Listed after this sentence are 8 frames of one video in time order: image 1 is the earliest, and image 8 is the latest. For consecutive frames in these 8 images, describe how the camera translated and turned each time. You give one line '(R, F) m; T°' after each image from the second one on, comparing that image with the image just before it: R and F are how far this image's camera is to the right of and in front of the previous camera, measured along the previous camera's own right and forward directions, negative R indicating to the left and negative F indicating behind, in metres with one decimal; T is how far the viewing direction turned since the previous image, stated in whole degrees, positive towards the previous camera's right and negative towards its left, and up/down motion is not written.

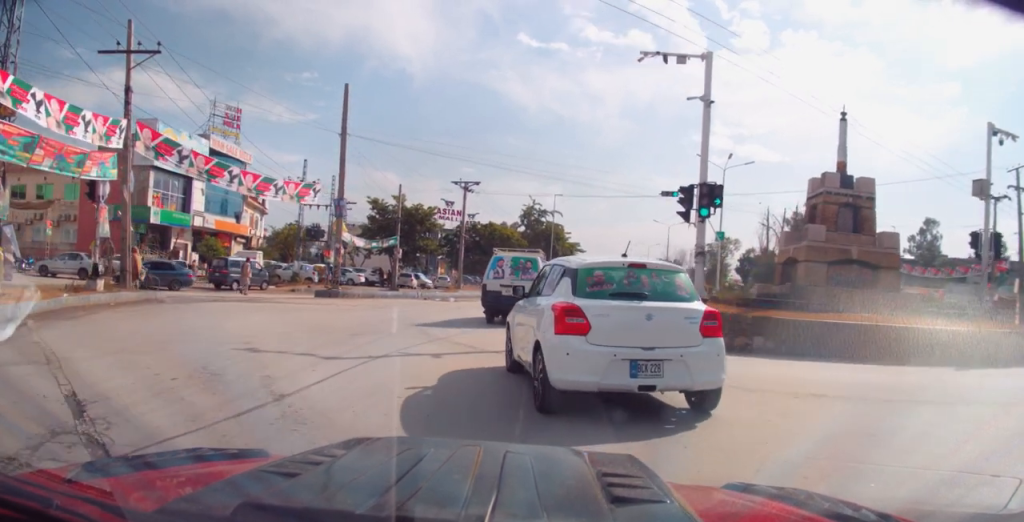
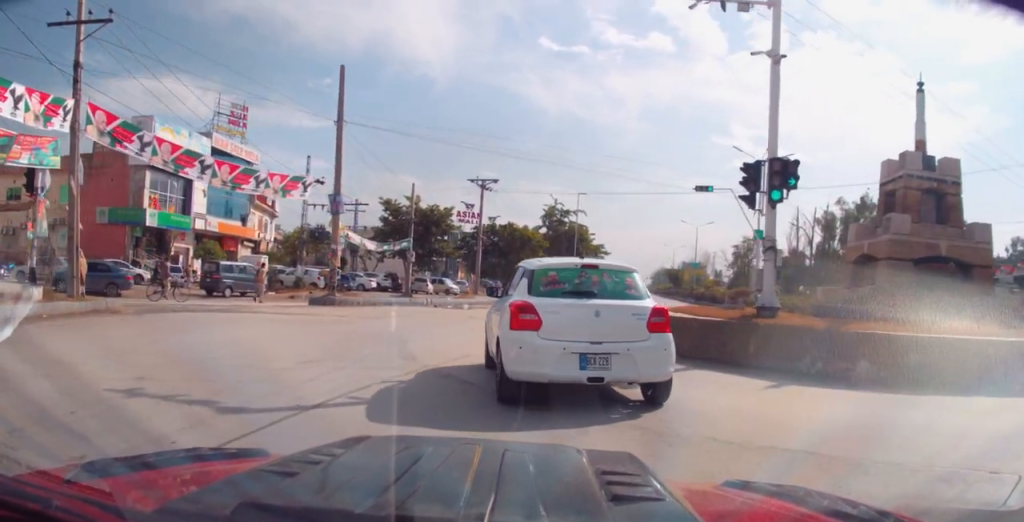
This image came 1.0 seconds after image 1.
(-0.1, +3.8) m; -2°
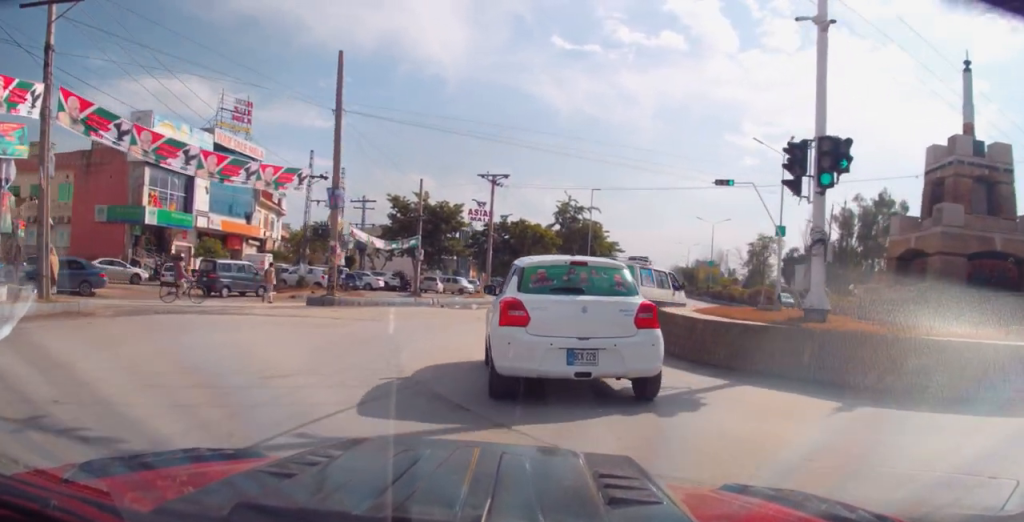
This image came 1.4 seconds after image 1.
(0.0, +1.7) m; -2°
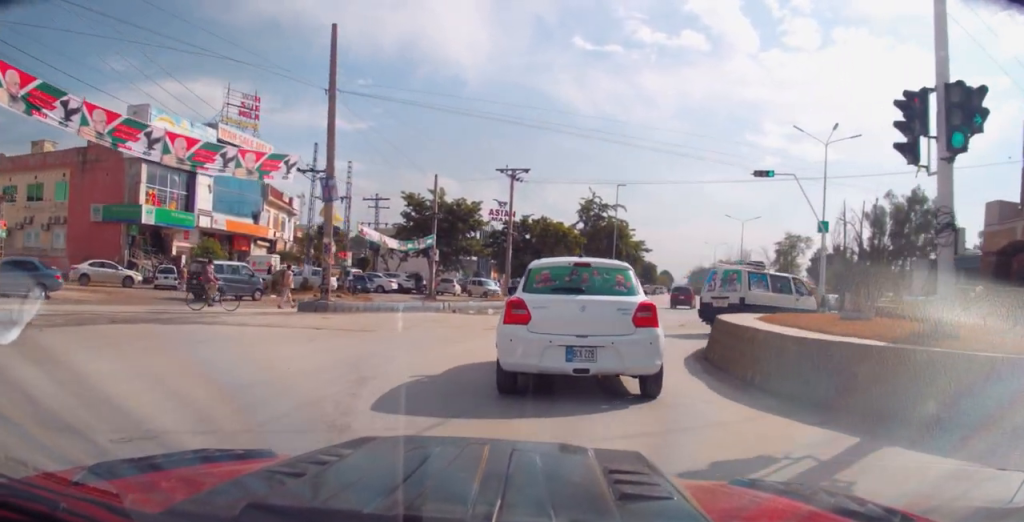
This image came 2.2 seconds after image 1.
(+0.1, +3.3) m; -4°
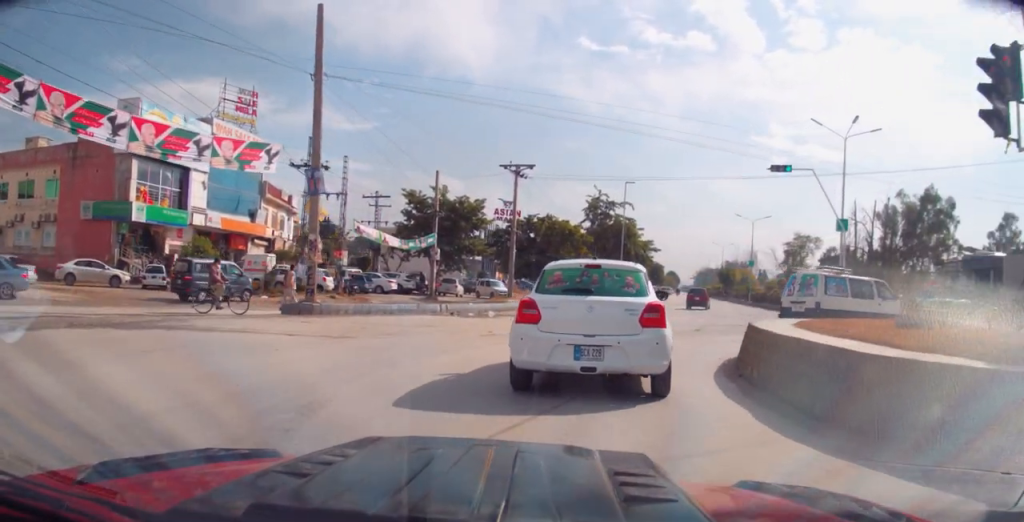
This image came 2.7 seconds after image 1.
(-0.2, +1.8) m; -1°
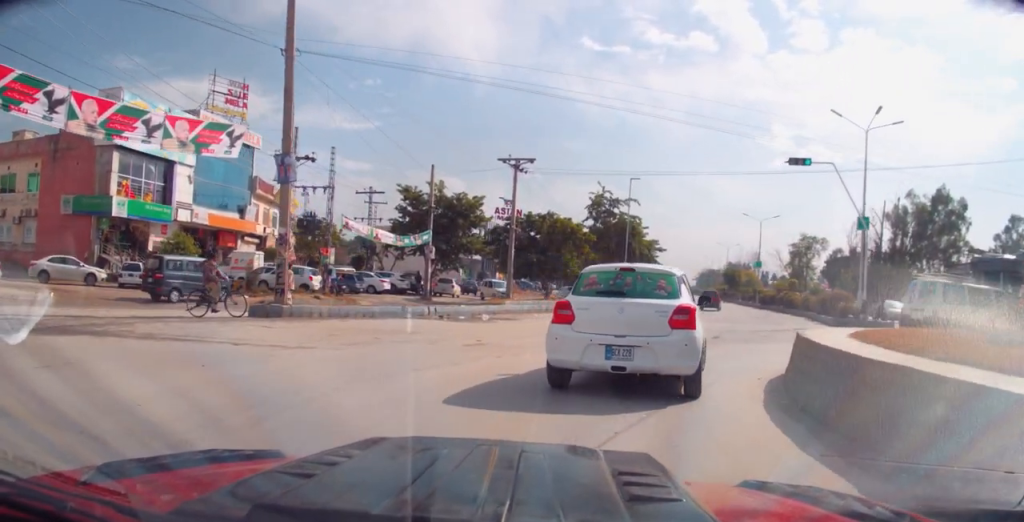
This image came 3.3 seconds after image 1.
(-0.1, +2.1) m; +1°
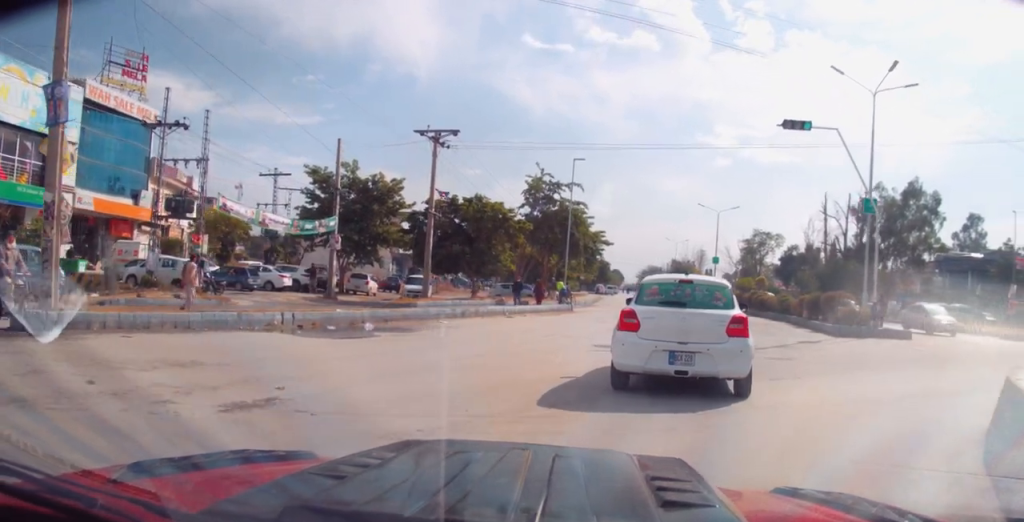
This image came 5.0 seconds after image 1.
(+1.1, +5.0) m; +17°
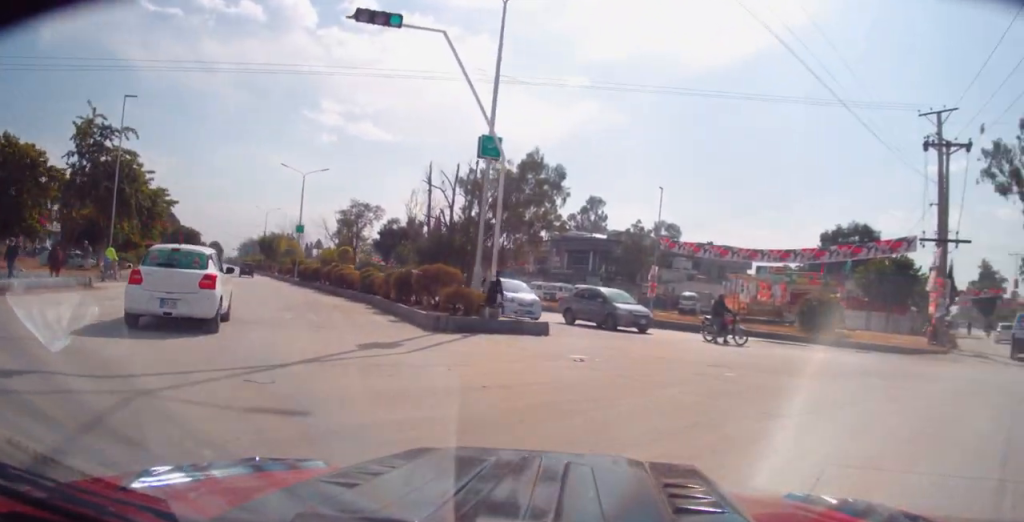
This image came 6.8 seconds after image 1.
(+1.0, +7.9) m; +27°
